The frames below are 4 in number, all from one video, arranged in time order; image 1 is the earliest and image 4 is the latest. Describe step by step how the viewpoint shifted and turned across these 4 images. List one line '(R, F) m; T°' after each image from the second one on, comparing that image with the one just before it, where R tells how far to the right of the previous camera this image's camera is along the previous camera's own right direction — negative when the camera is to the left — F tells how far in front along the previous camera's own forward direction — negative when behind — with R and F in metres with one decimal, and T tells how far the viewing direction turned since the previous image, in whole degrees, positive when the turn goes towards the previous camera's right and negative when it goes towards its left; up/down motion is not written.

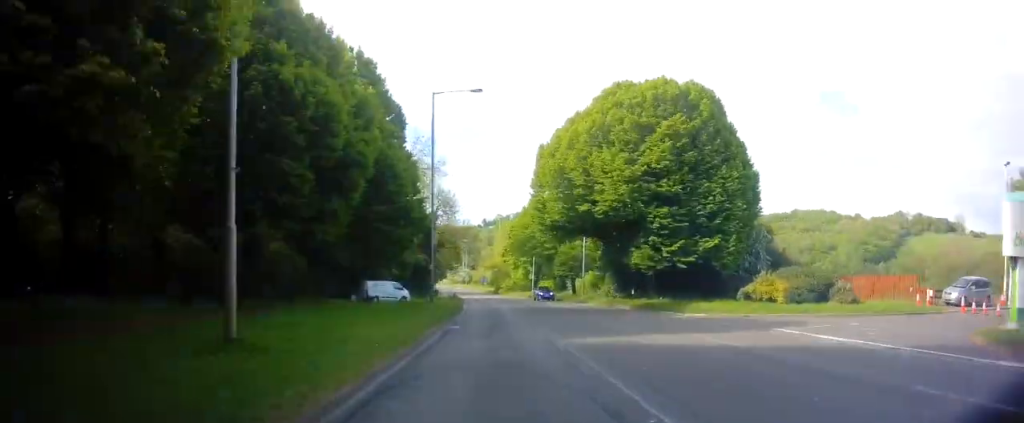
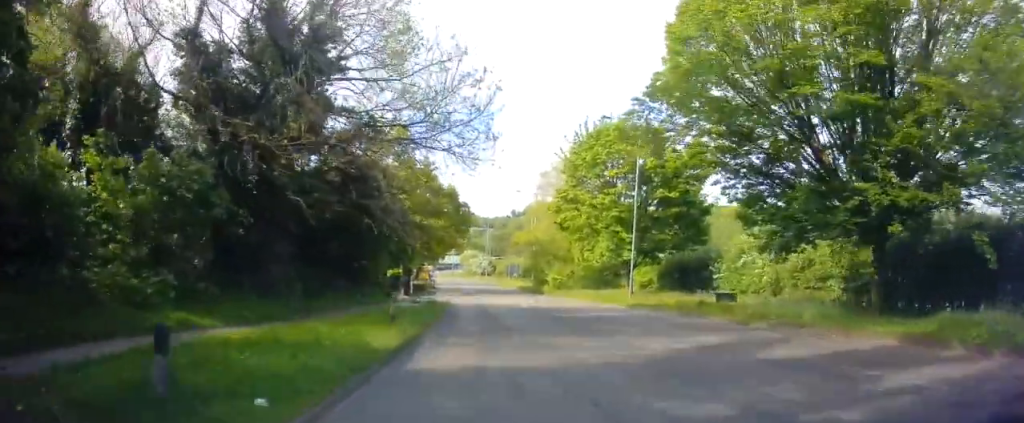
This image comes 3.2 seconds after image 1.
(-0.7, +53.0) m; -3°
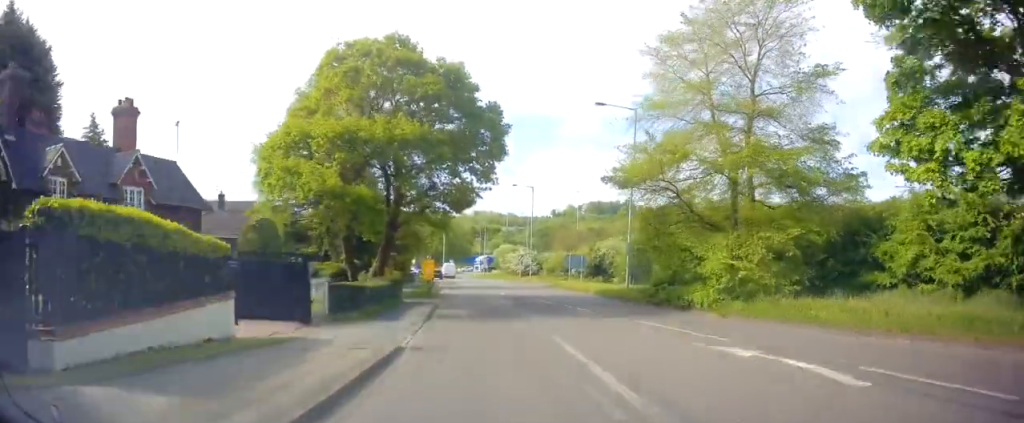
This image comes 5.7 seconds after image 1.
(-0.7, +36.9) m; -2°
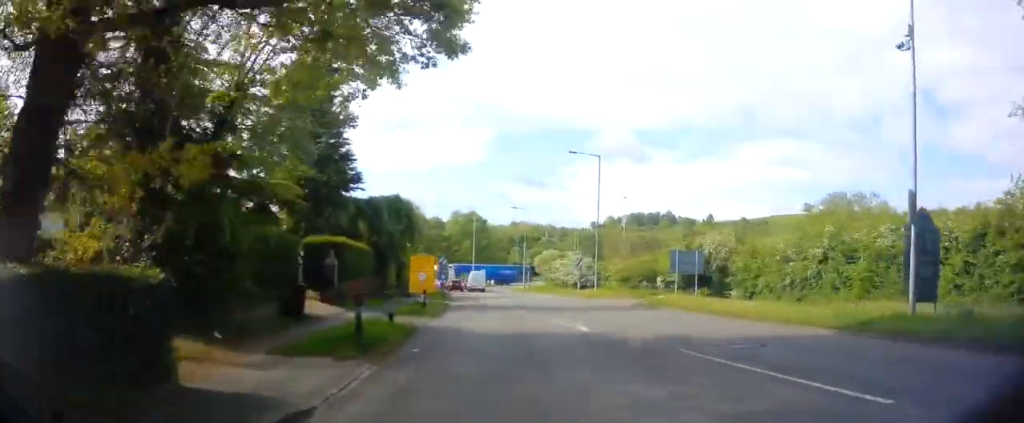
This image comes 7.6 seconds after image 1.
(-1.2, +24.5) m; -5°
